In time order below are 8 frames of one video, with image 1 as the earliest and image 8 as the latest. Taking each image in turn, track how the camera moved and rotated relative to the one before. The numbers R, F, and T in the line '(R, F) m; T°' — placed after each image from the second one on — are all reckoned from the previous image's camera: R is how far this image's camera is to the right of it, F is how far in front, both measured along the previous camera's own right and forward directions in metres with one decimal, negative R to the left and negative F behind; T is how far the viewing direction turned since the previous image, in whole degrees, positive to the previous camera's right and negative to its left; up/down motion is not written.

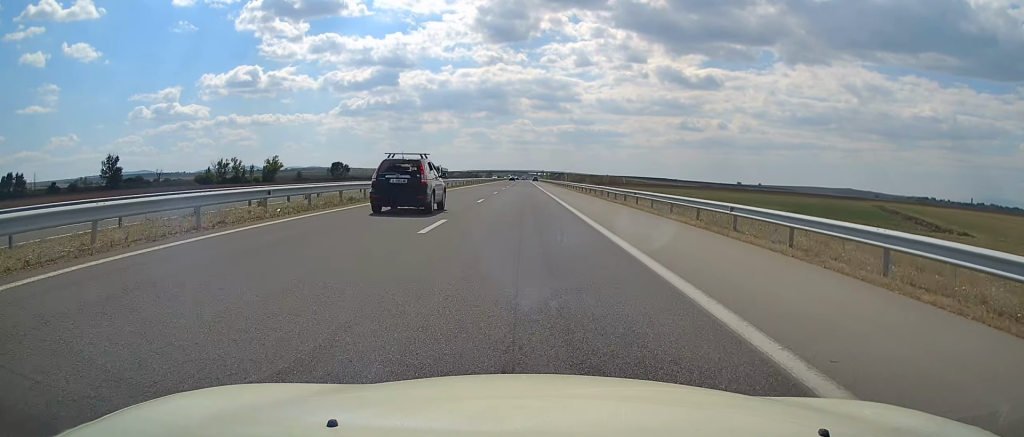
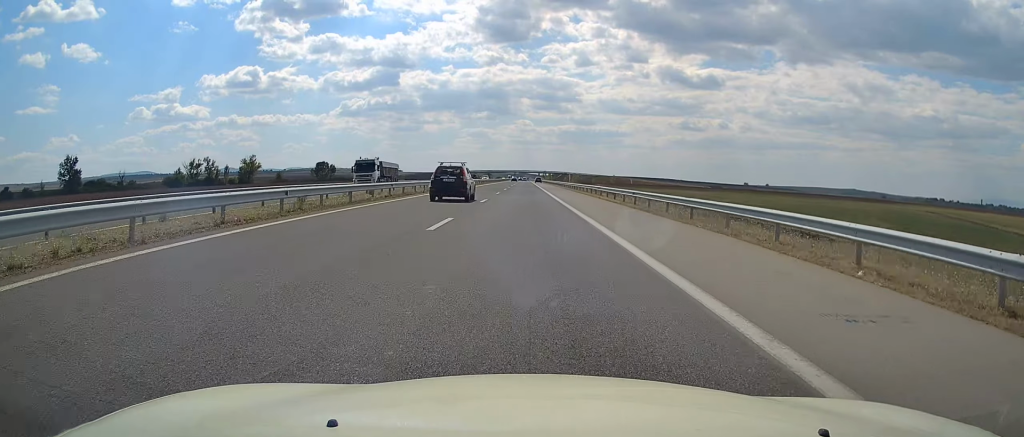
(+0.2, +30.9) m; 0°
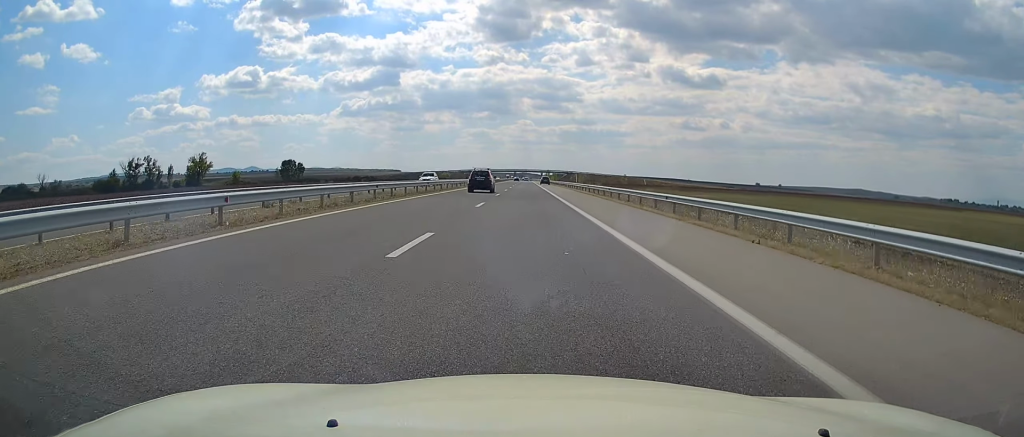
(-0.3, +52.1) m; -1°
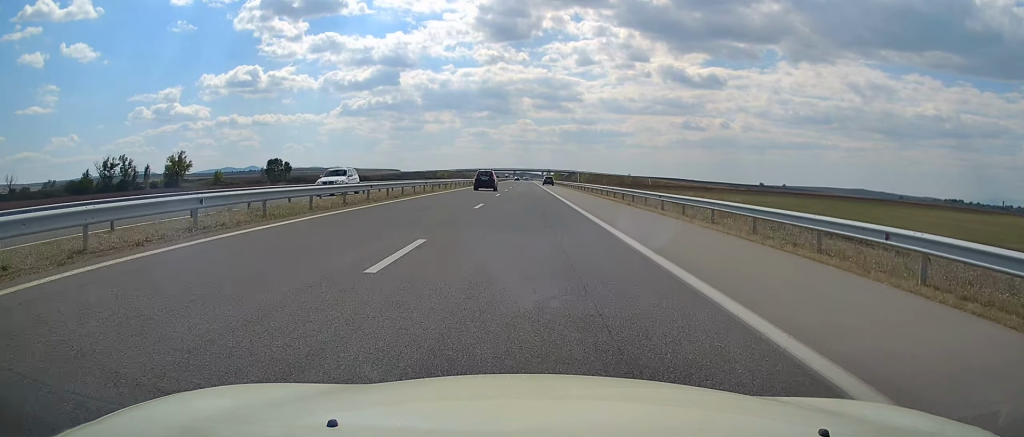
(0.0, +17.4) m; 0°
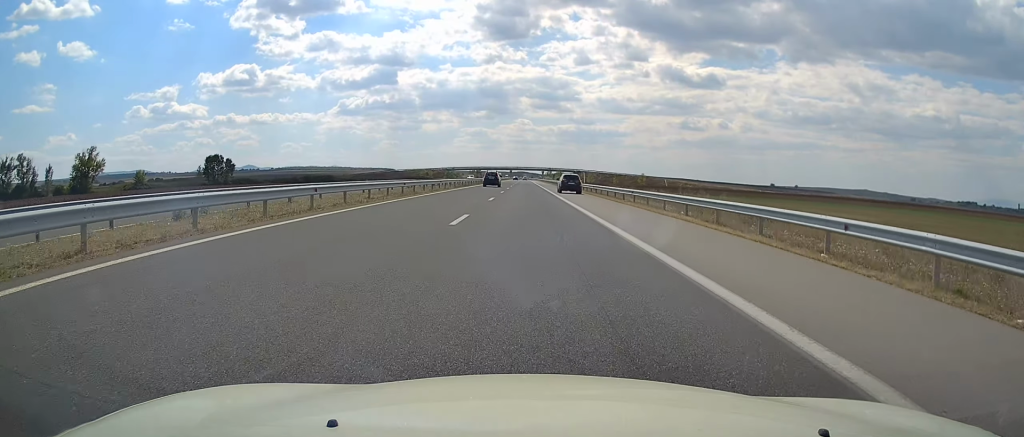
(+0.4, +56.1) m; +1°
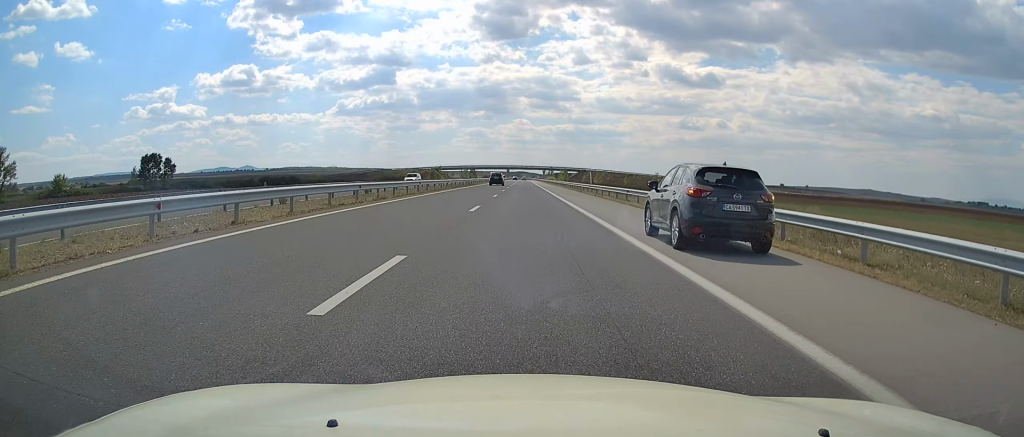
(-0.1, +41.6) m; 0°
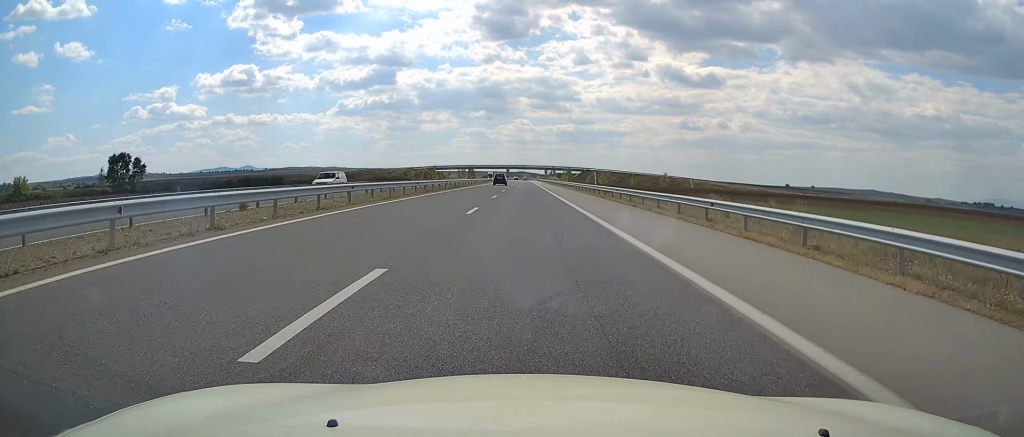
(+0.1, +17.2) m; 0°
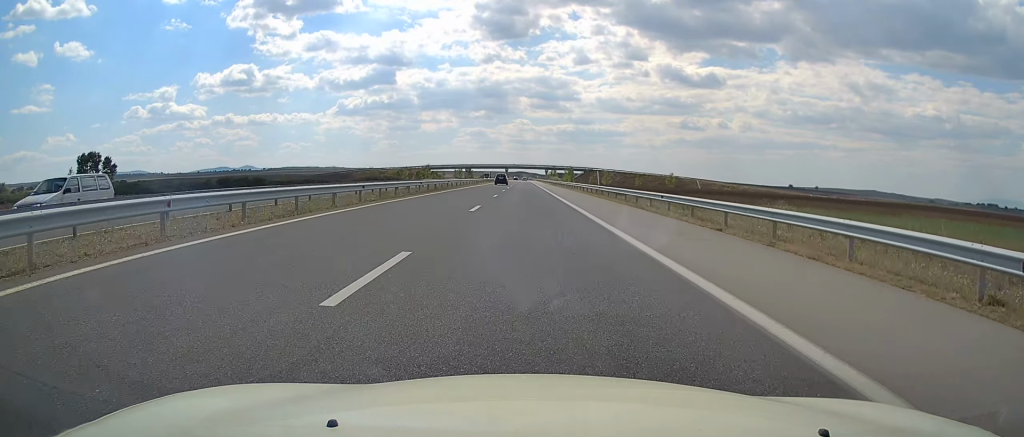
(+0.1, +14.2) m; 0°
